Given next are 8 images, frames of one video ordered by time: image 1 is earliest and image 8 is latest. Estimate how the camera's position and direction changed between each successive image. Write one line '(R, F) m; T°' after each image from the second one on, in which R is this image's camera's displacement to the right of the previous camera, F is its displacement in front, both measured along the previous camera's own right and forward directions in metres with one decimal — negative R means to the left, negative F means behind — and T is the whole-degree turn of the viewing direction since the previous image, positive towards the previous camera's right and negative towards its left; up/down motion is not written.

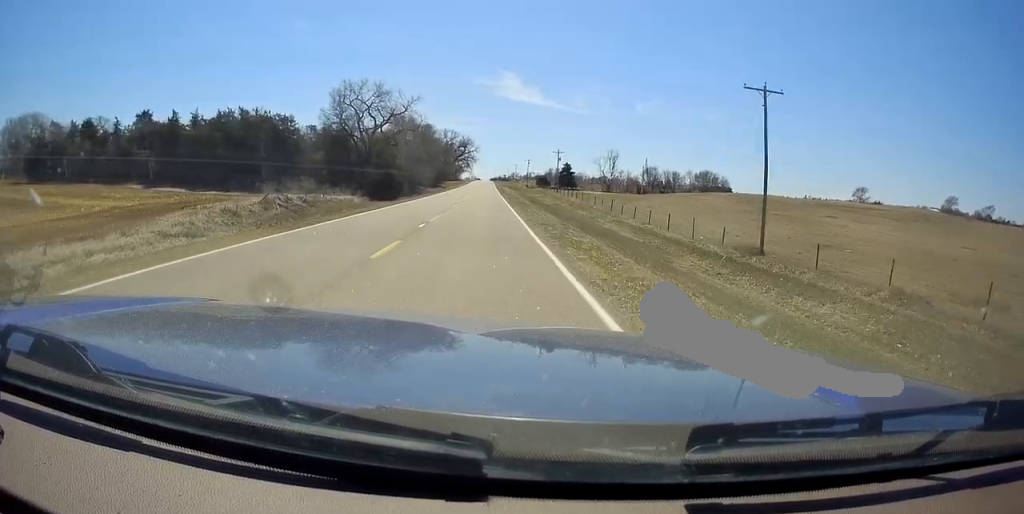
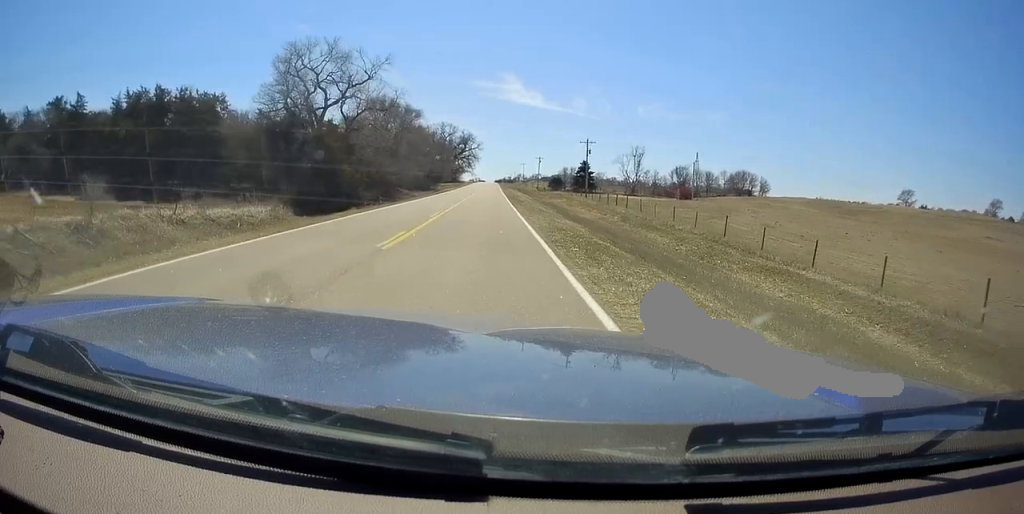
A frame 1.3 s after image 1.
(0.0, +32.0) m; 0°
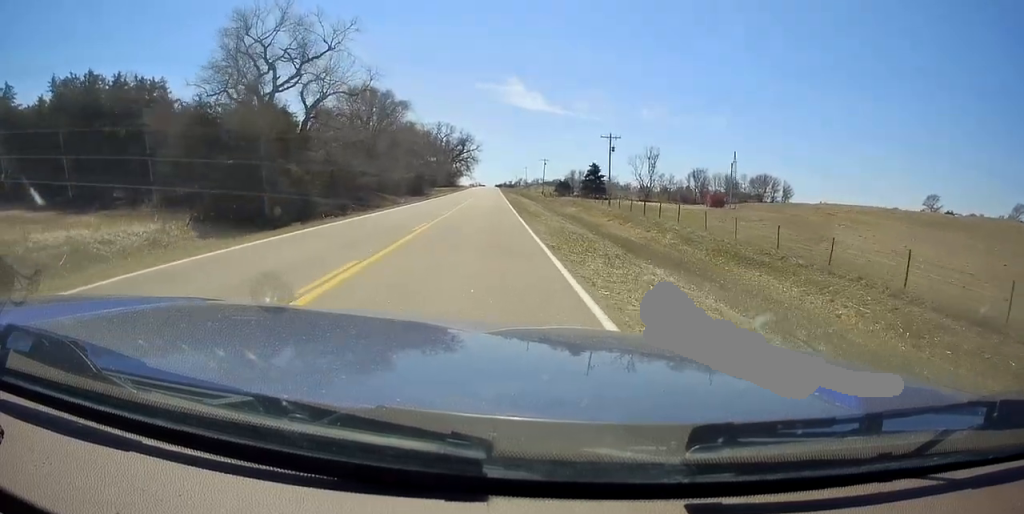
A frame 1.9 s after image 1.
(0.0, +16.8) m; 0°
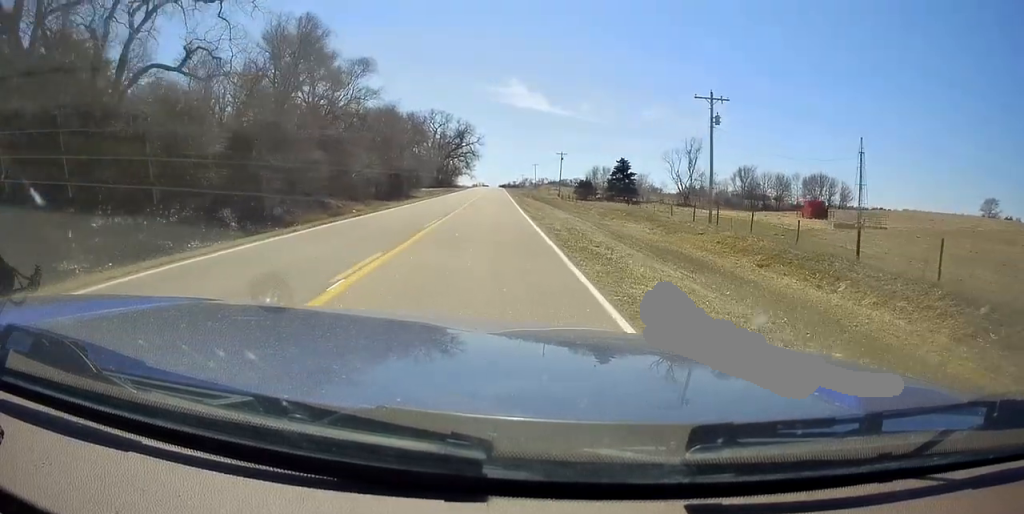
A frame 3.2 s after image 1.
(-0.3, +32.5) m; -1°
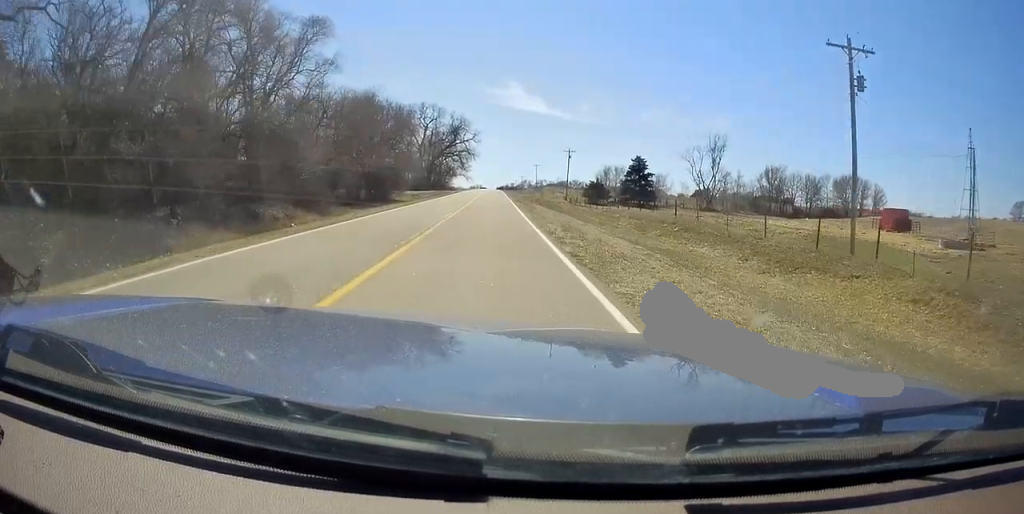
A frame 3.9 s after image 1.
(-0.2, +16.8) m; 0°
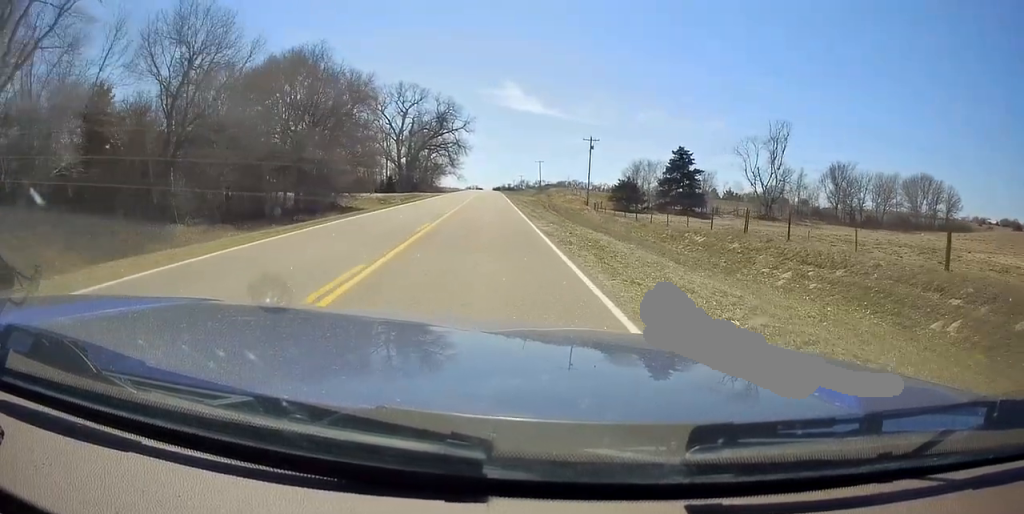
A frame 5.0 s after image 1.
(+0.4, +29.4) m; +1°
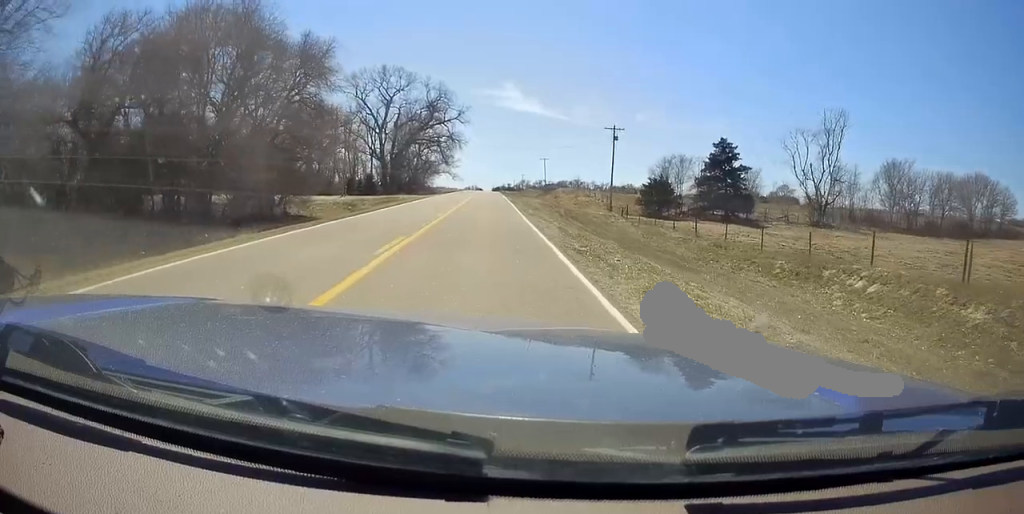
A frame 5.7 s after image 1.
(0.0, +17.1) m; 0°
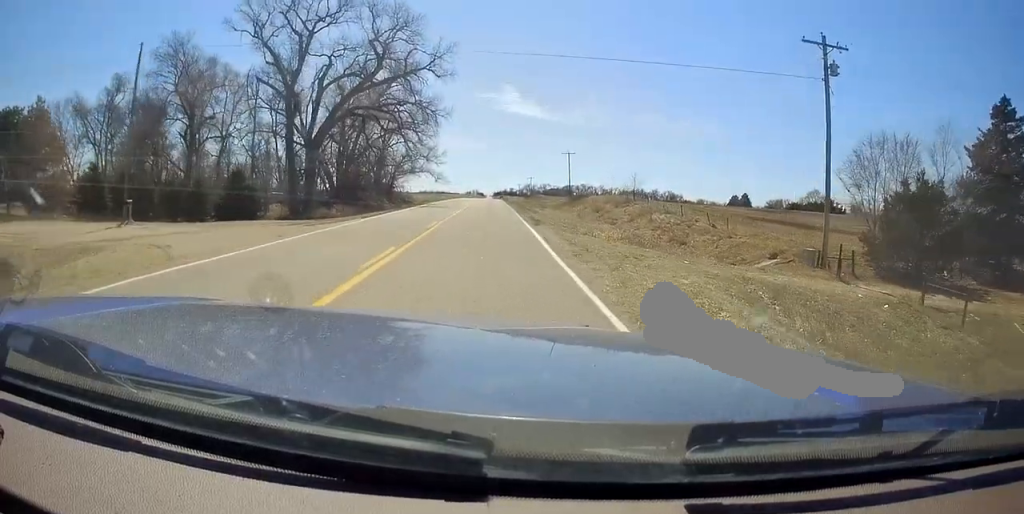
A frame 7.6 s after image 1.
(0.0, +46.4) m; 0°
